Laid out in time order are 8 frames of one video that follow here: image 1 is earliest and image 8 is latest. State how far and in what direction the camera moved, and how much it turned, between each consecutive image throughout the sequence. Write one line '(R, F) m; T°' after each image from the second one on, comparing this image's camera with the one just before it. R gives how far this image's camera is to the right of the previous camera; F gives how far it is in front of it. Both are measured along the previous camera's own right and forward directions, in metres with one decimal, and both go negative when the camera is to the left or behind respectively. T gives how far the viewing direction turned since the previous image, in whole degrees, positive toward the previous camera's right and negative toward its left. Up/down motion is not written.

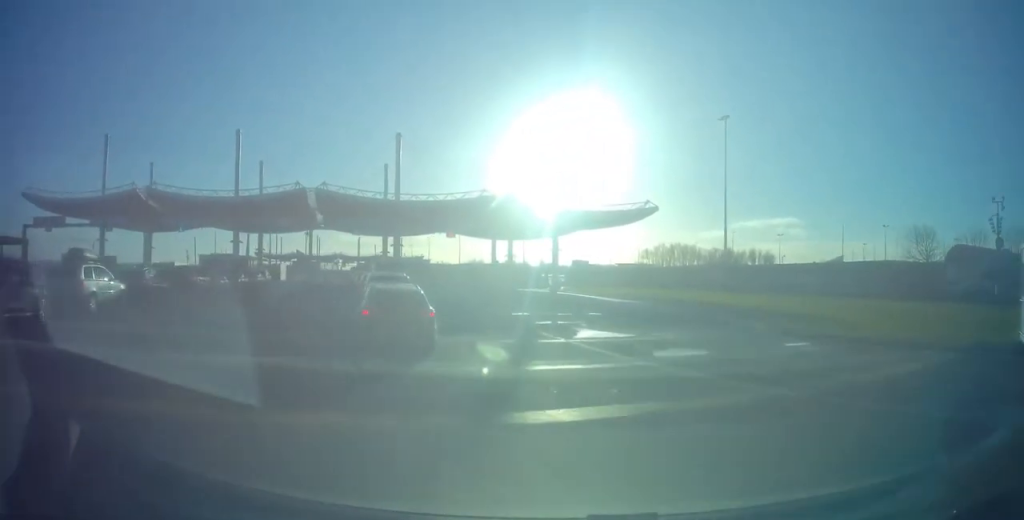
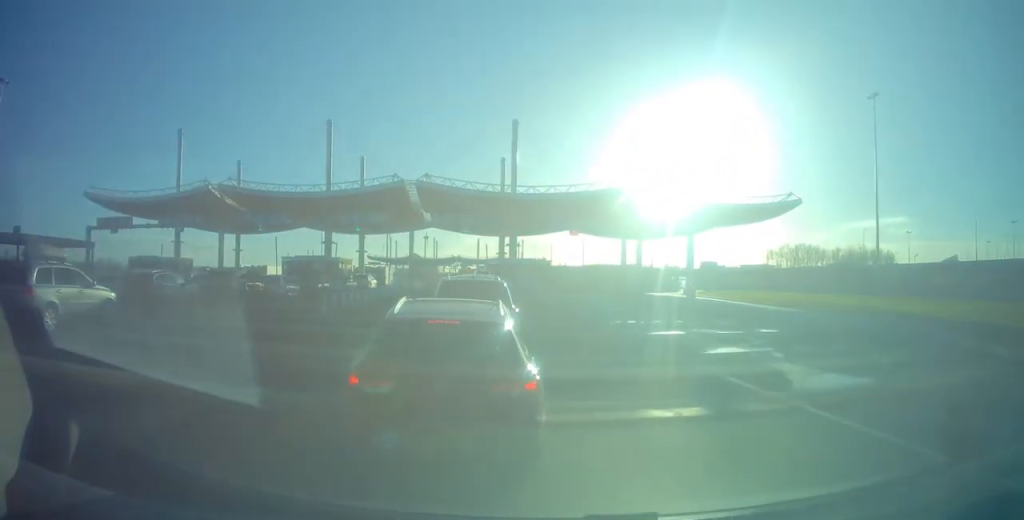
(-1.2, +7.8) m; -9°
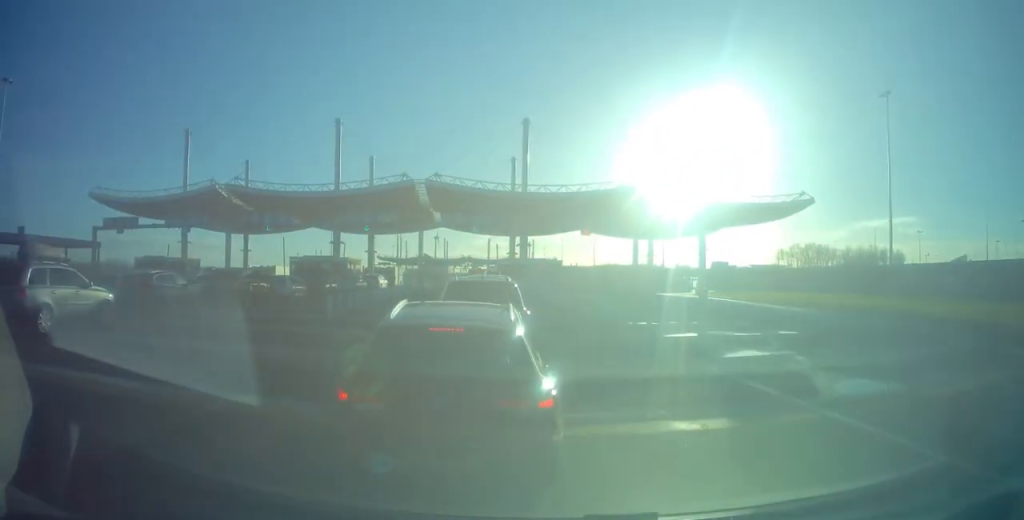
(+0.1, +0.8) m; 0°
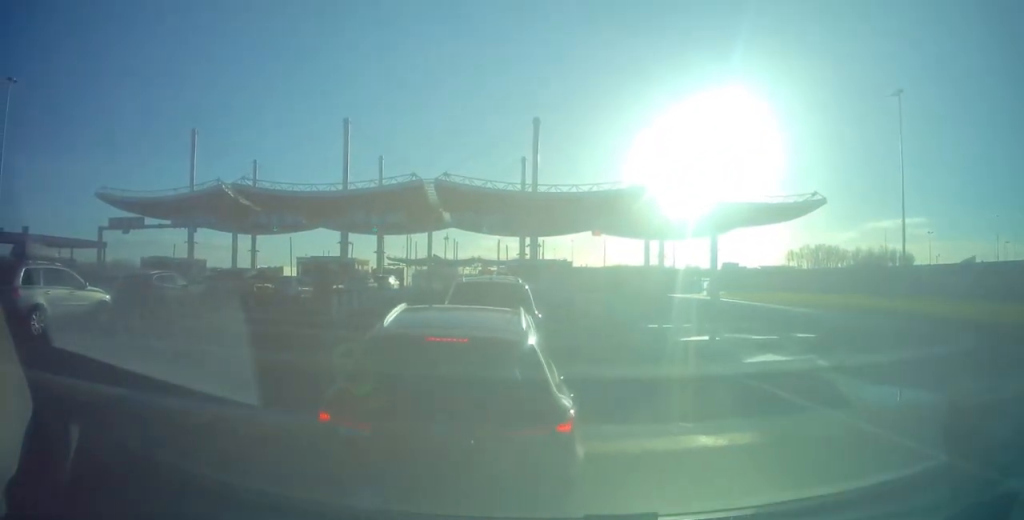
(-0.1, +0.7) m; 0°
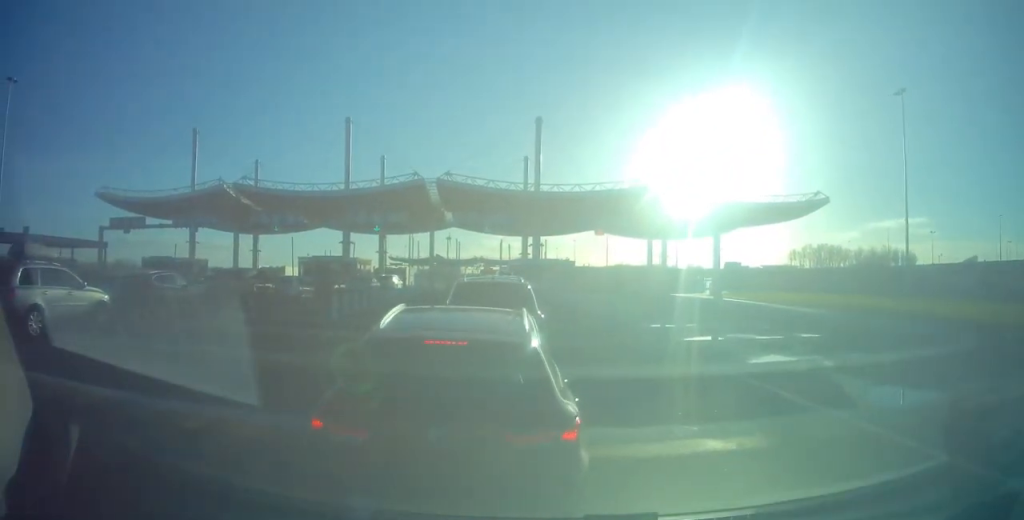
(0.0, +0.1) m; 0°
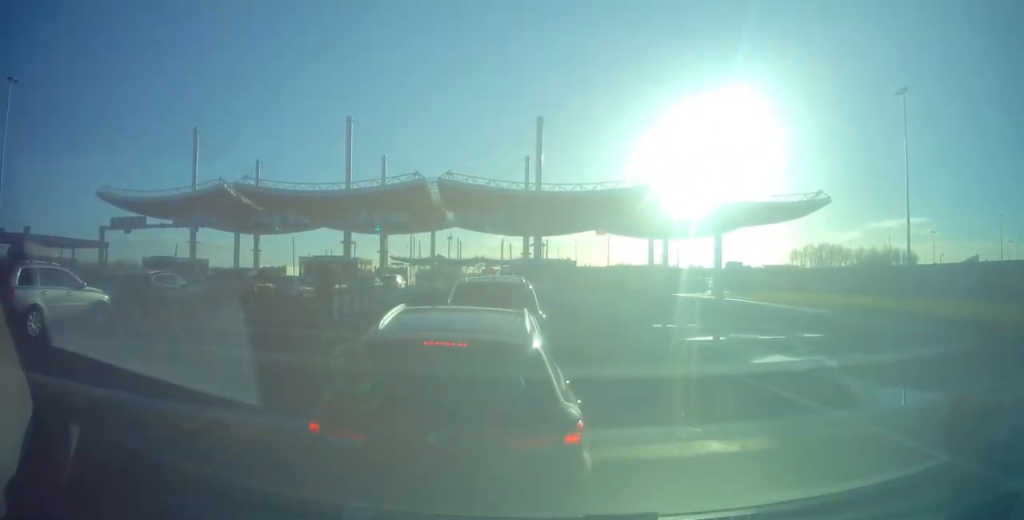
(0.0, +0.1) m; 0°
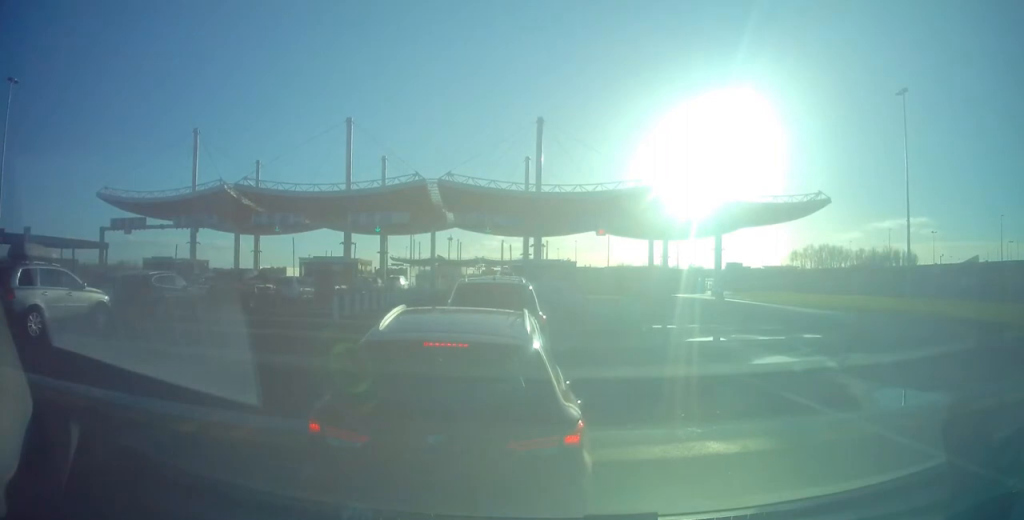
(0.0, 0.0) m; 0°
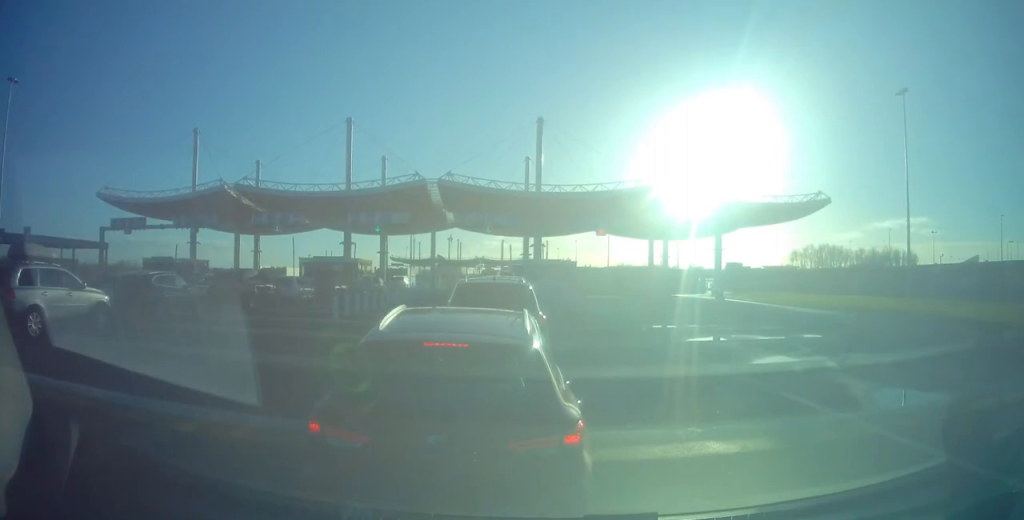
(0.0, 0.0) m; 0°
